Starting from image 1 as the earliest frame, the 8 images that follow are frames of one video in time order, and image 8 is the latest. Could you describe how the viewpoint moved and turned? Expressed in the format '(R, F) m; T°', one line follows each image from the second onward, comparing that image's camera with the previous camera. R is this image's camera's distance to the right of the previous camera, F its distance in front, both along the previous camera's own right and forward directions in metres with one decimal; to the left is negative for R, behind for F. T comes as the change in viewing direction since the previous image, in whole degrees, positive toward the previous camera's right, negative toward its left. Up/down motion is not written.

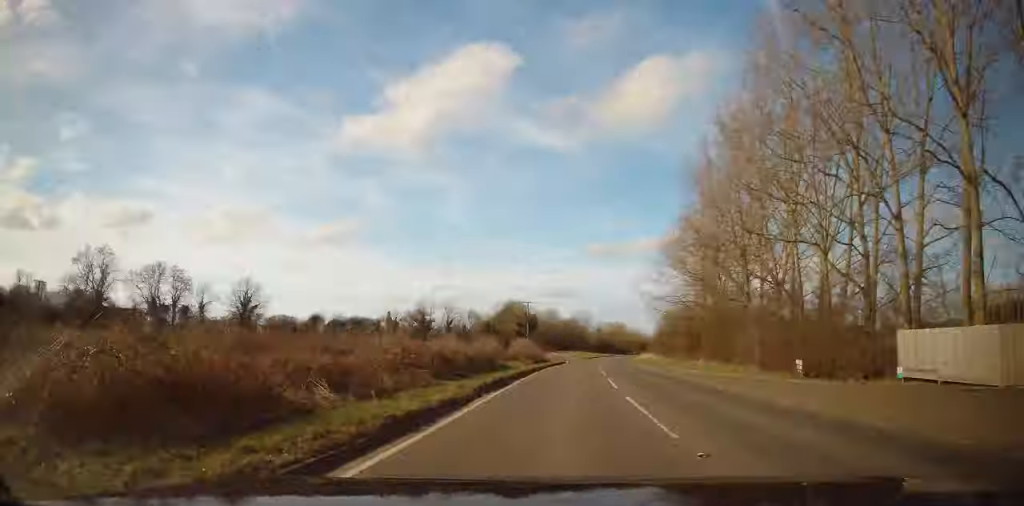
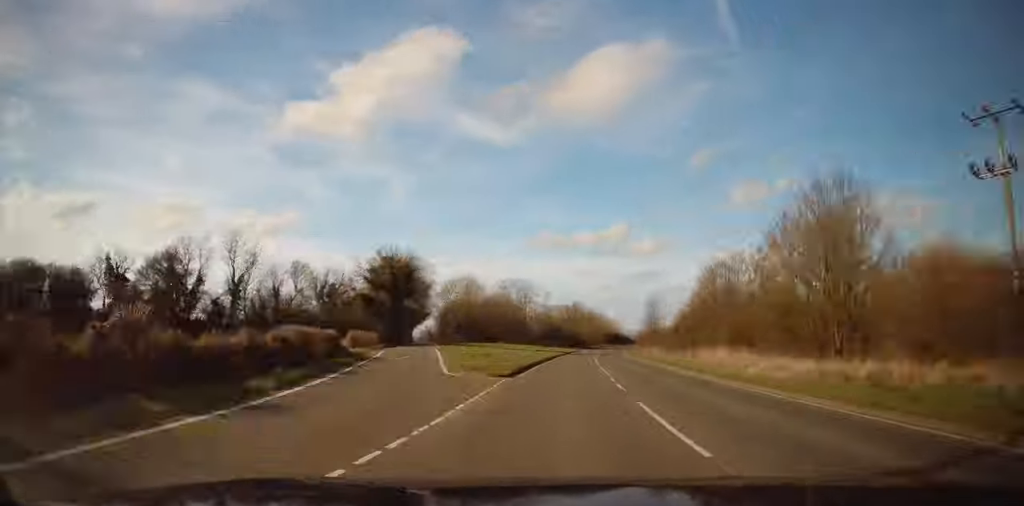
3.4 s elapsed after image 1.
(+0.2, +75.1) m; +5°
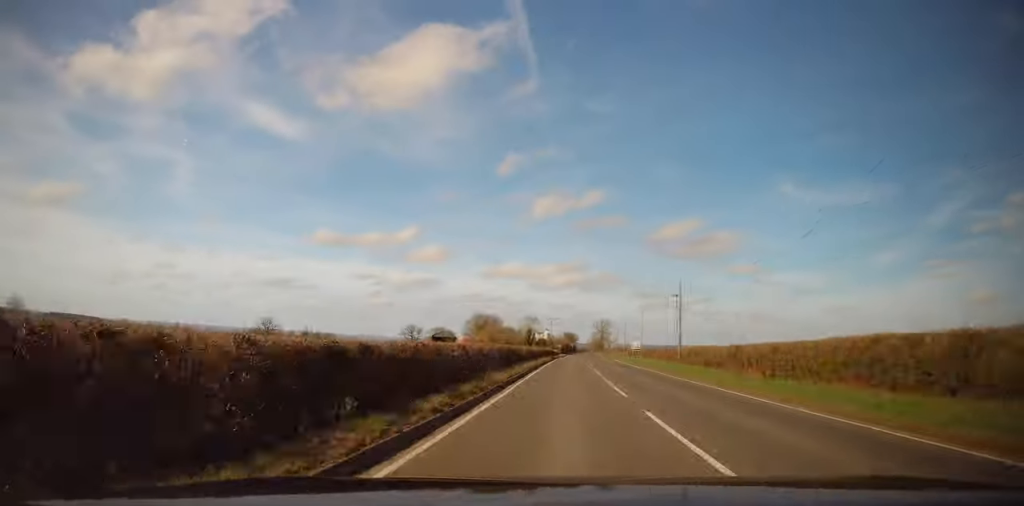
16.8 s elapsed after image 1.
(+77.5, +340.5) m; +20°
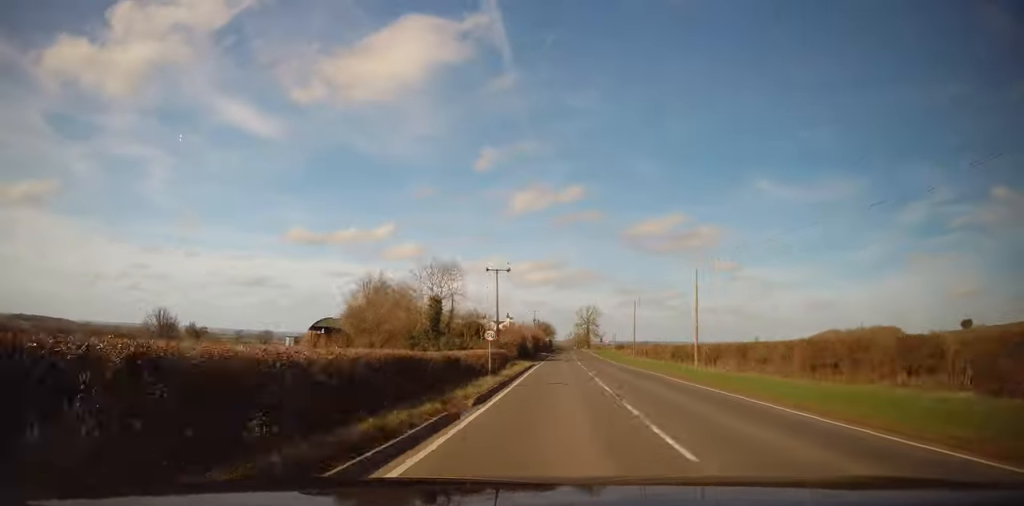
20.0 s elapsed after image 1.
(+3.2, +101.6) m; +1°
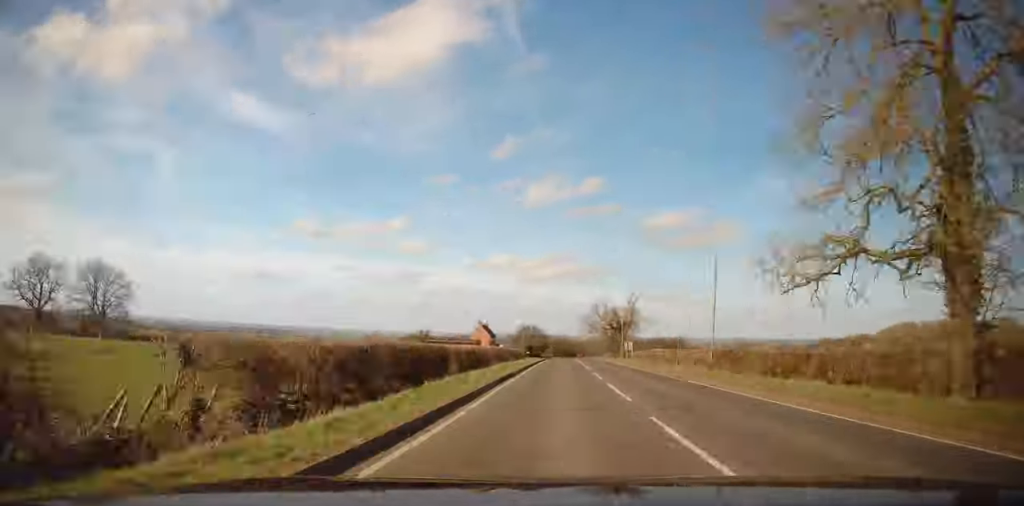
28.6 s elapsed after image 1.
(+1.7, +209.7) m; 0°
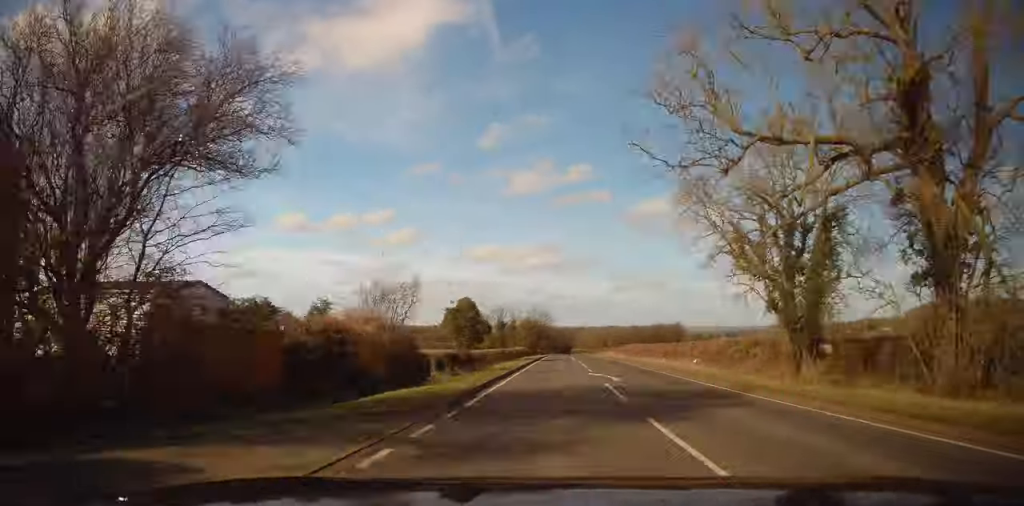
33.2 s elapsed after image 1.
(+0.2, +64.5) m; -1°
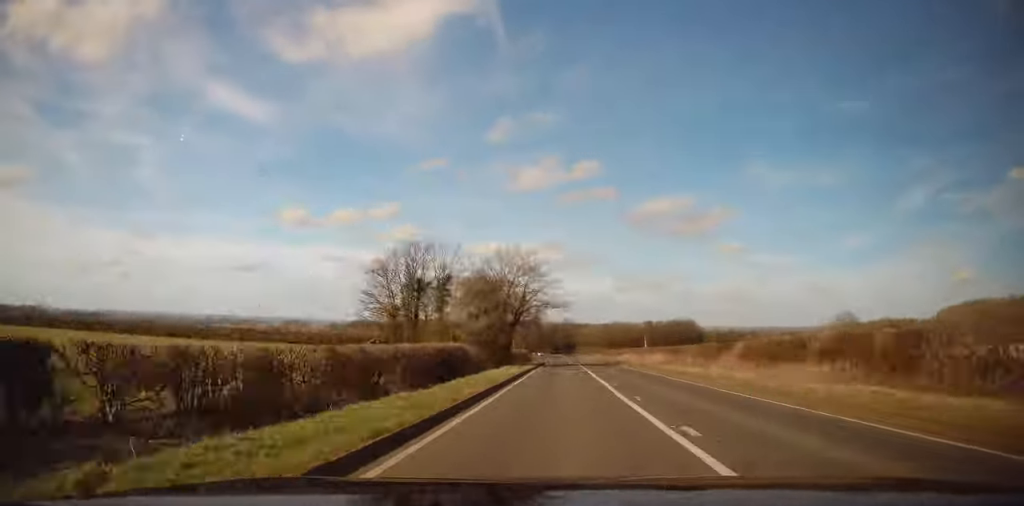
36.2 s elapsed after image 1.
(-0.9, +49.2) m; -3°
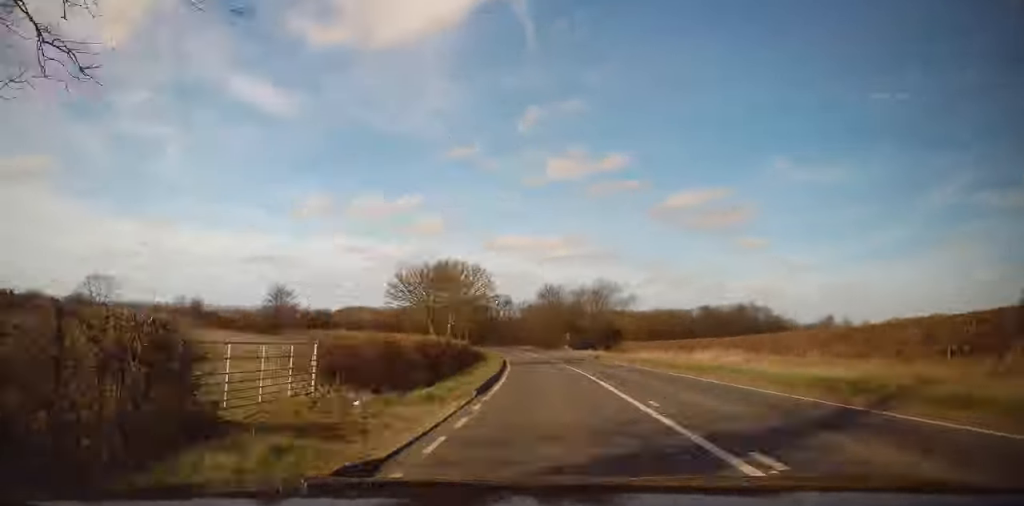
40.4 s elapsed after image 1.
(-1.6, +69.9) m; -6°
